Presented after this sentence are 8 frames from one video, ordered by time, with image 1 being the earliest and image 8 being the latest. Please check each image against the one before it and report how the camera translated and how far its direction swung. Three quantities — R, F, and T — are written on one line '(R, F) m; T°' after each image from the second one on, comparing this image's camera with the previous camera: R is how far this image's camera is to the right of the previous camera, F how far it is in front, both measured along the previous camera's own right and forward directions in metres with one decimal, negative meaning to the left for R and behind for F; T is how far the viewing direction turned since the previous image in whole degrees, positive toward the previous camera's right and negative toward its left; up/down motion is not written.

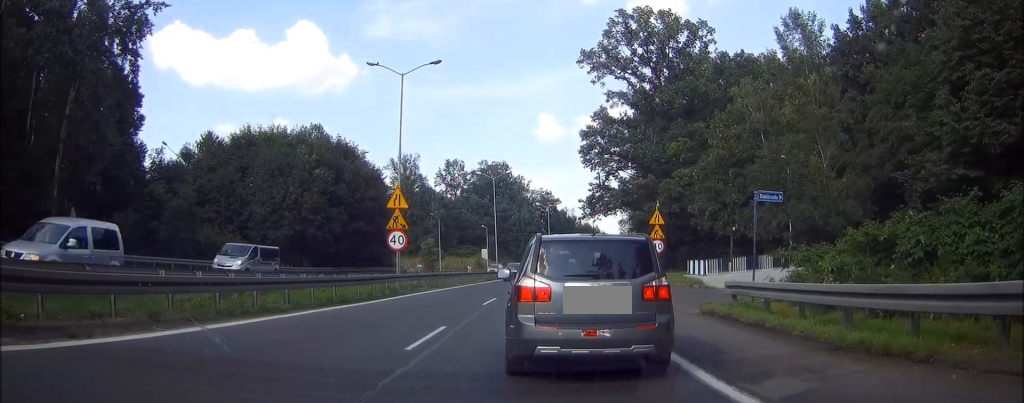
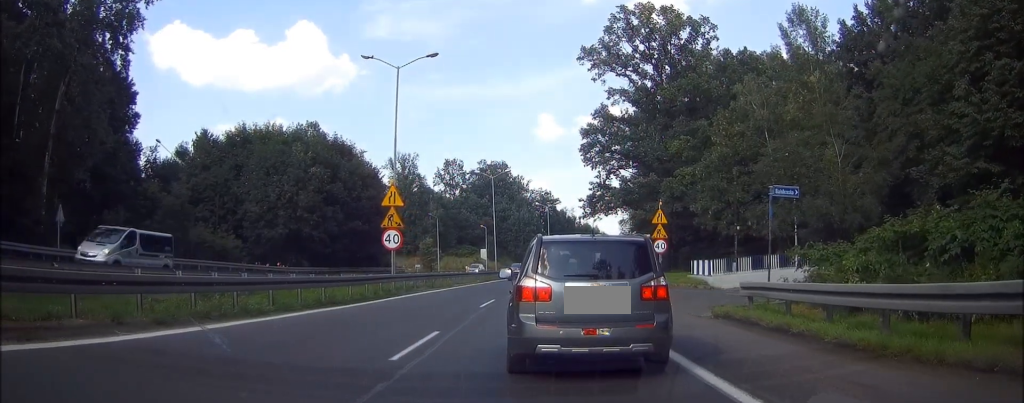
(0.0, +1.0) m; 0°
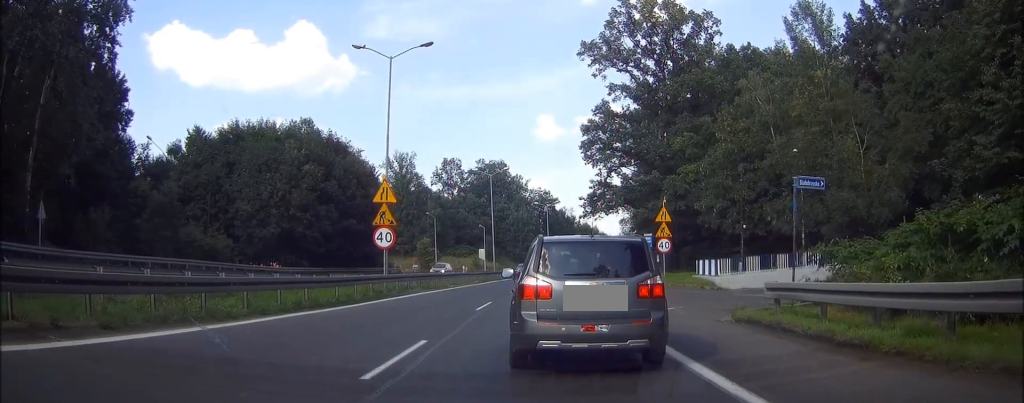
(0.0, +1.4) m; 0°
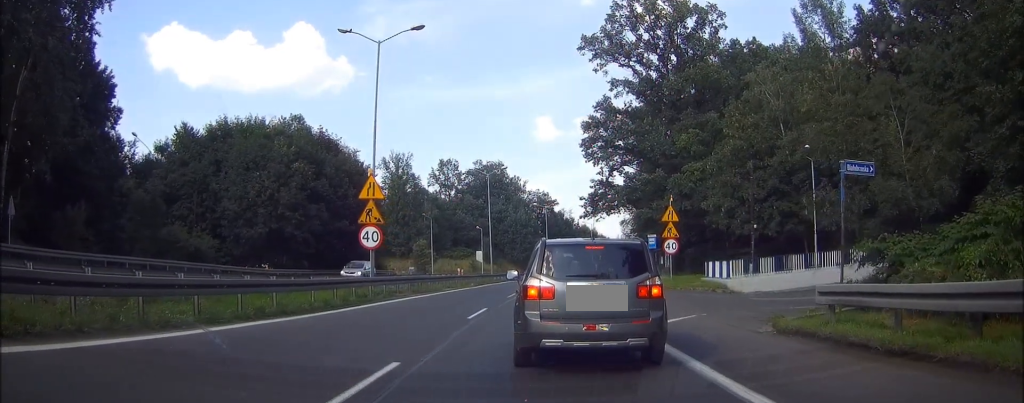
(+0.1, +2.0) m; +2°
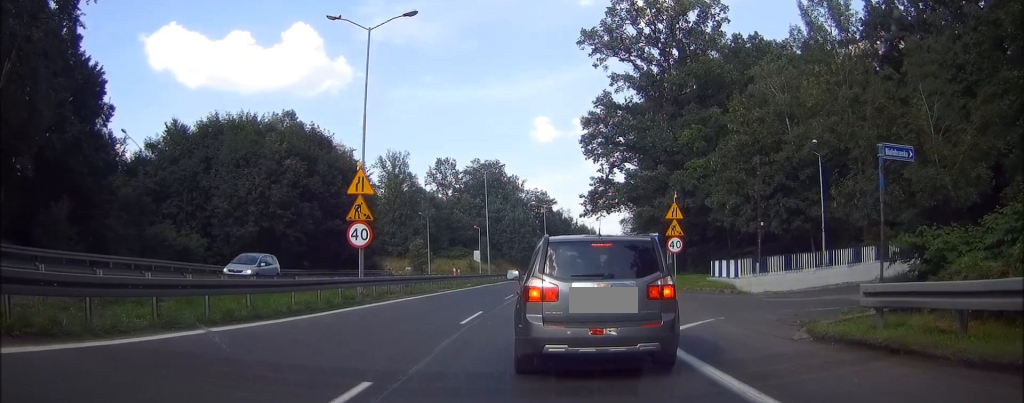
(0.0, +1.1) m; 0°
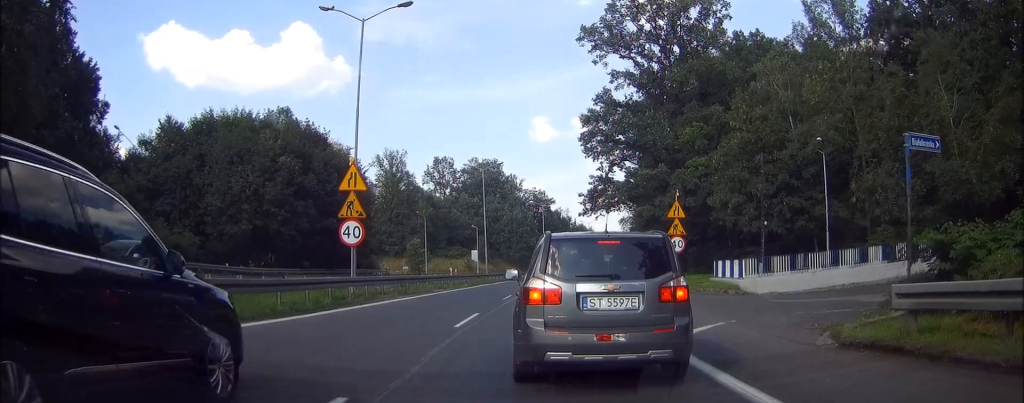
(0.0, +0.6) m; 0°
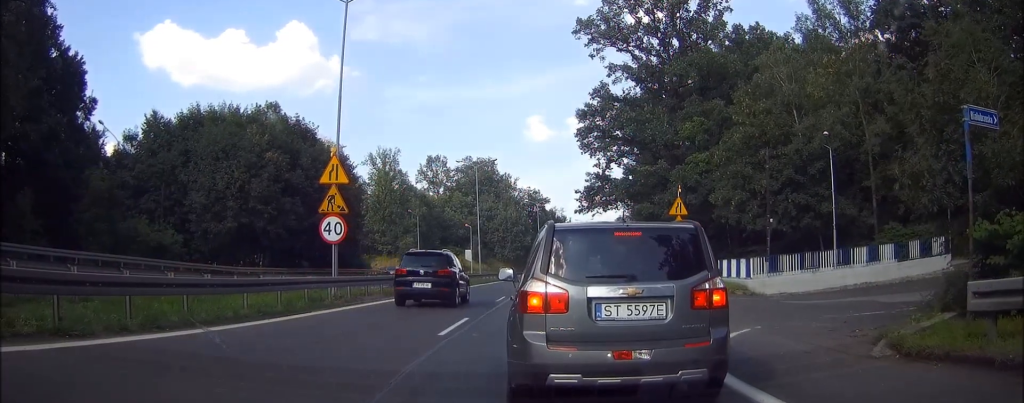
(-0.3, +1.4) m; 0°
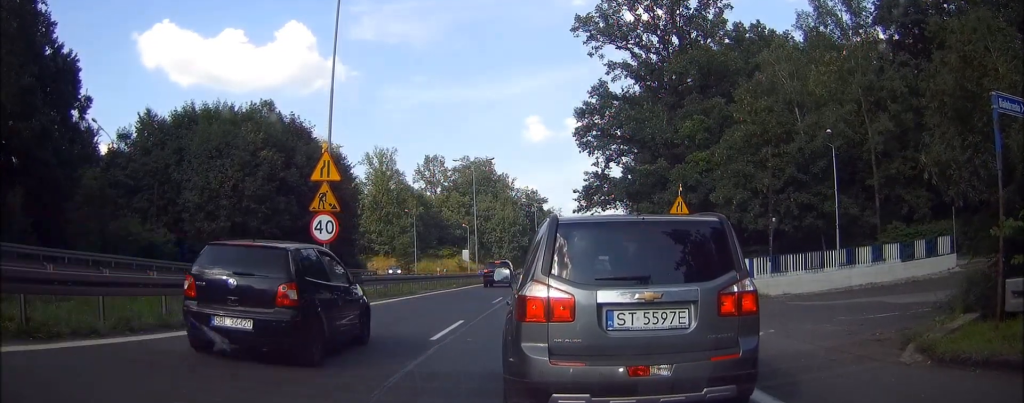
(-0.4, +1.1) m; 0°
